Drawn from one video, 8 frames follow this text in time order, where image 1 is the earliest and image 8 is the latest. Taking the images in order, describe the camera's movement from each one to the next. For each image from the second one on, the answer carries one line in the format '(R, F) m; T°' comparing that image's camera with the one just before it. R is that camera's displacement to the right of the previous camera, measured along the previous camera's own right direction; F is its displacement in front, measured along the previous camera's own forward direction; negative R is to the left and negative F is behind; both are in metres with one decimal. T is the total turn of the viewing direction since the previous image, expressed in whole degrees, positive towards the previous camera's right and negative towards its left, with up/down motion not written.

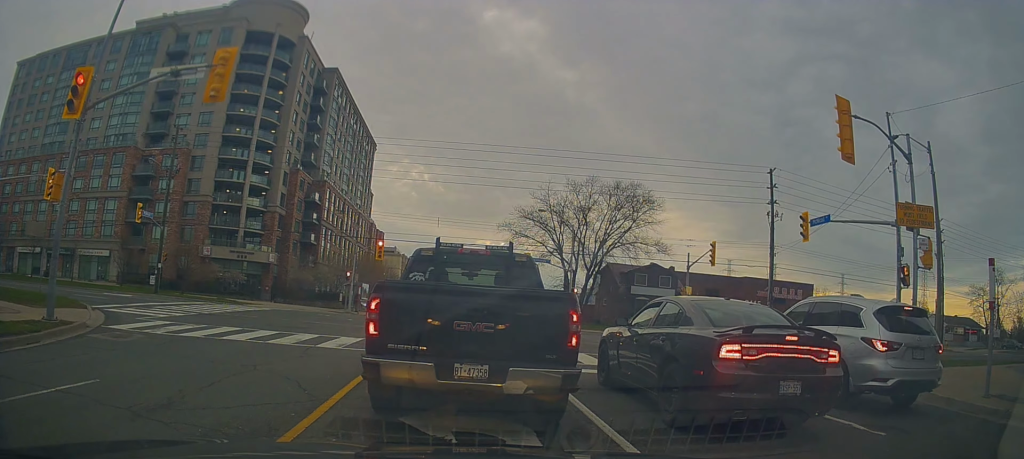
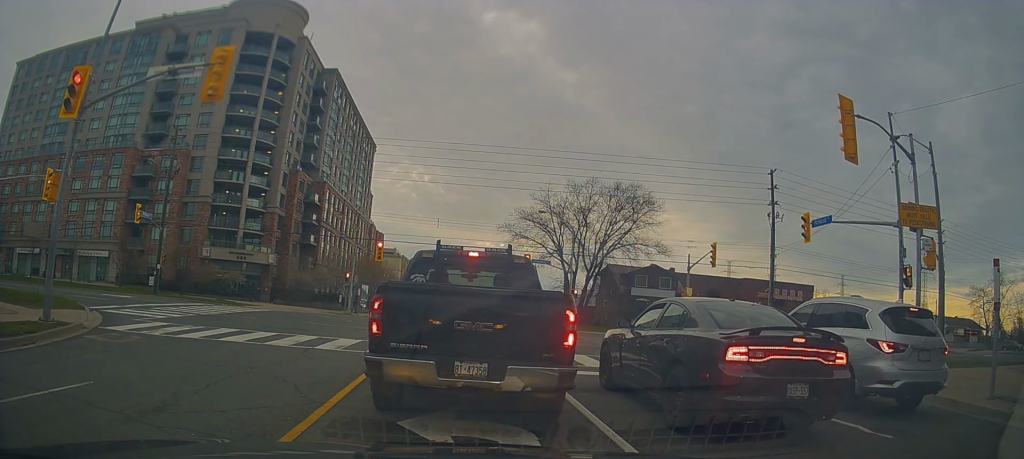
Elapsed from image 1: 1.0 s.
(0.0, 0.0) m; 0°
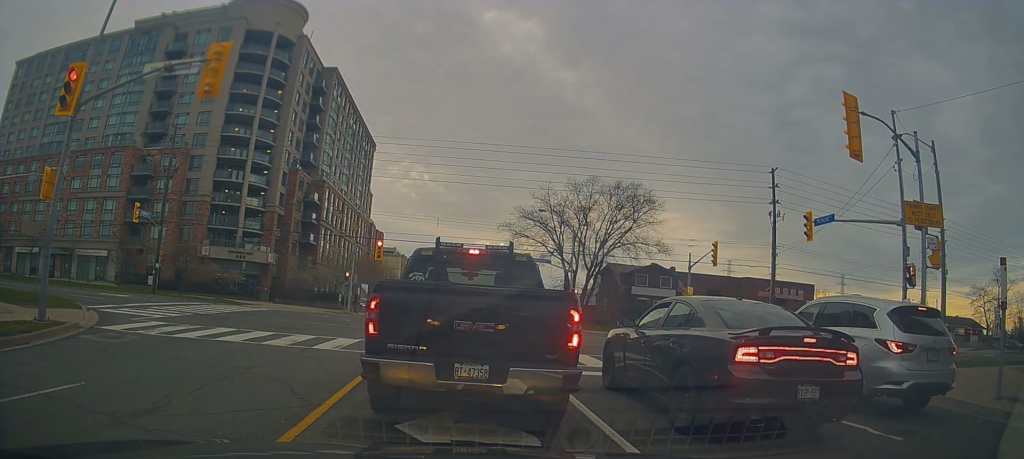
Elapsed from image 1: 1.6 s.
(0.0, 0.0) m; 0°
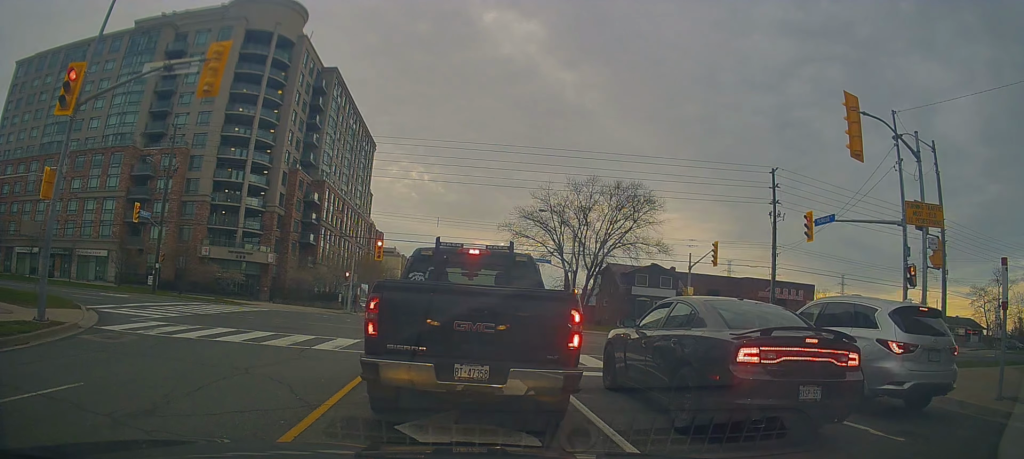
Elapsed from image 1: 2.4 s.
(0.0, 0.0) m; 0°
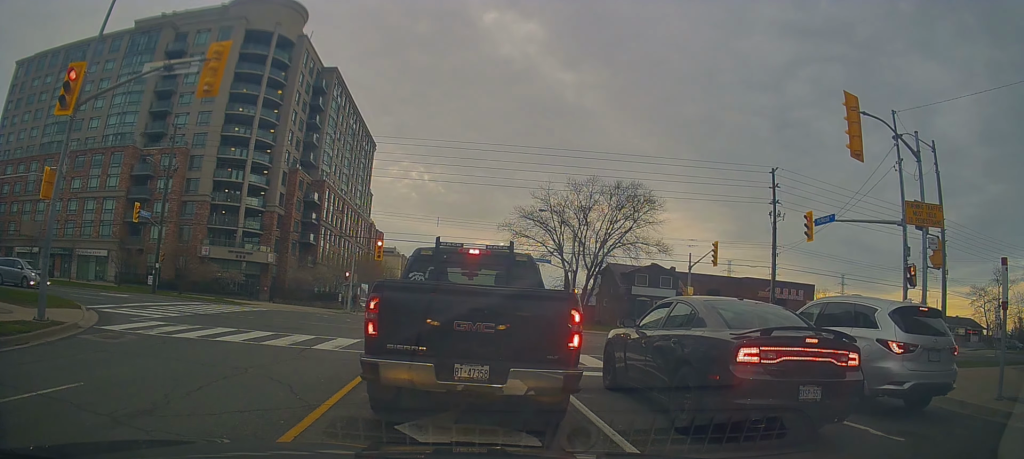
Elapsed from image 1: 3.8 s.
(0.0, 0.0) m; 0°
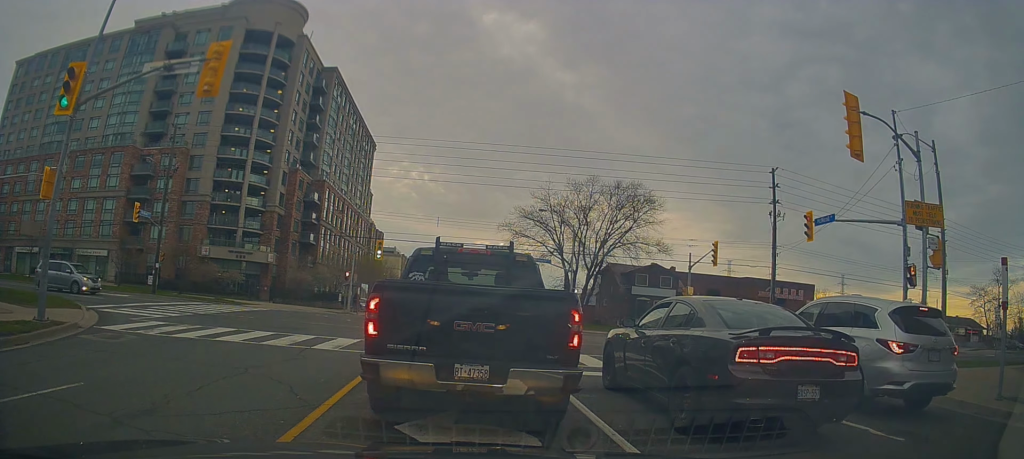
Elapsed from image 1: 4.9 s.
(0.0, 0.0) m; 0°
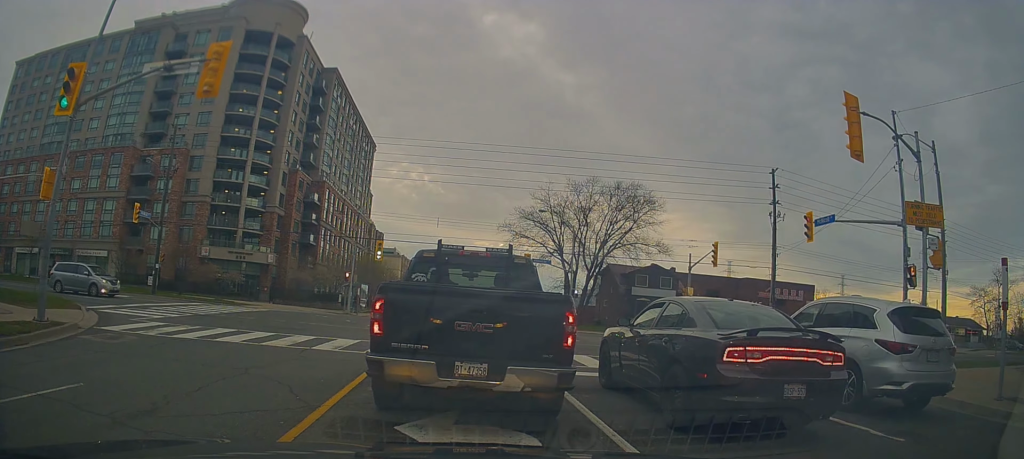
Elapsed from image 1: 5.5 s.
(0.0, 0.0) m; 0°
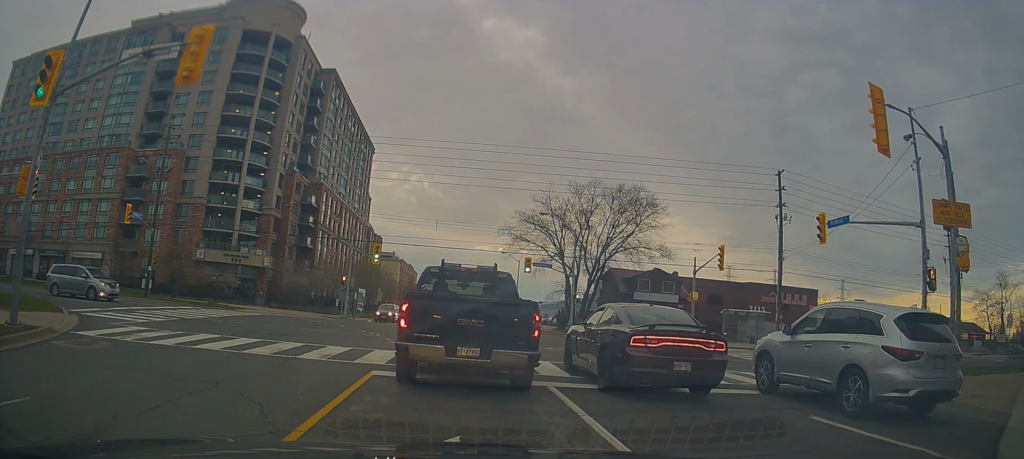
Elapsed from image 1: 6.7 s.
(+0.3, +0.4) m; -1°
